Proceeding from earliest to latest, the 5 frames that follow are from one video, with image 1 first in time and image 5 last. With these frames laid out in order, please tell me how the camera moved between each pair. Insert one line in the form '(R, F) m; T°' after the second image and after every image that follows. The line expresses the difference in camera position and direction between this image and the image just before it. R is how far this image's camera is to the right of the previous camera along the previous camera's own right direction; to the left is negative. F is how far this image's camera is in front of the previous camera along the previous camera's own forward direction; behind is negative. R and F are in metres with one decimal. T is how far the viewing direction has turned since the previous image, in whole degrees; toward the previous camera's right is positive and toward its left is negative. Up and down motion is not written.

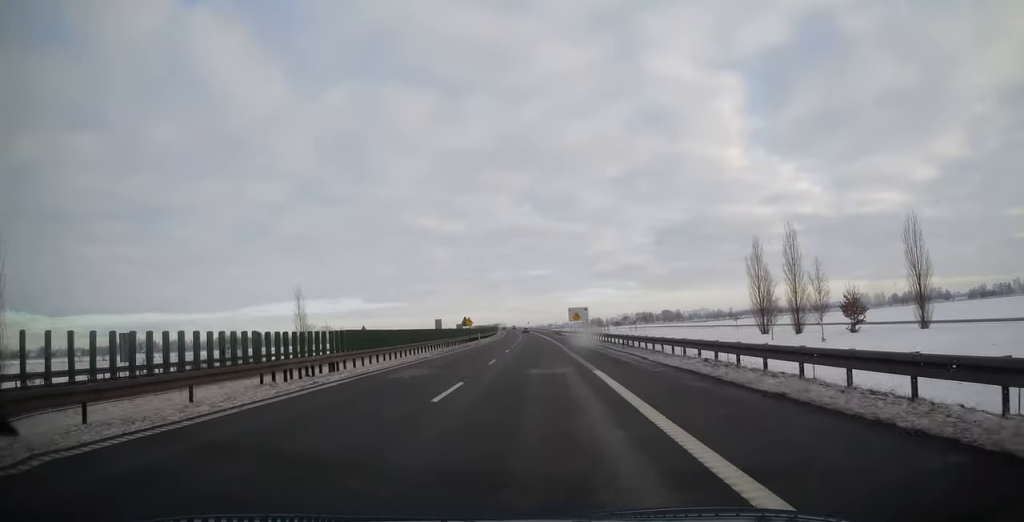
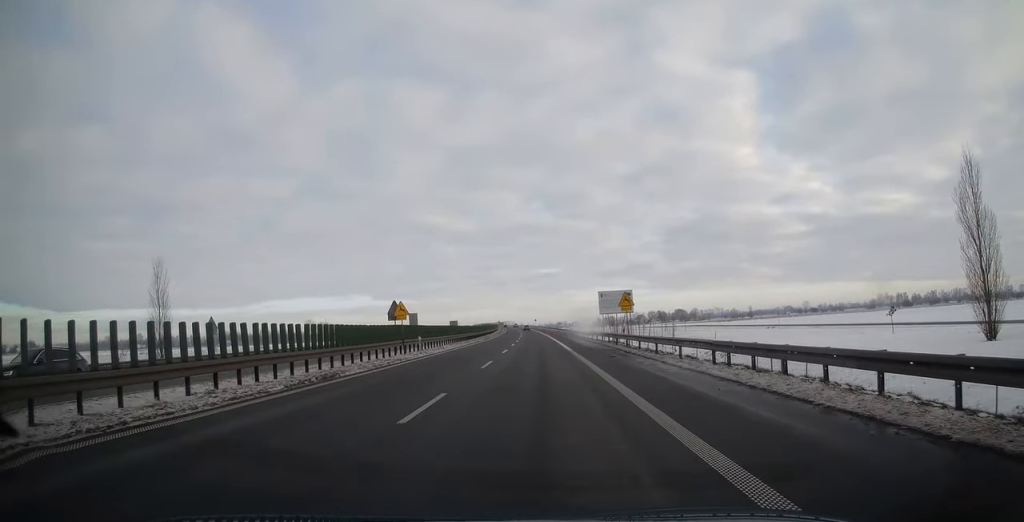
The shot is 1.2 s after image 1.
(-0.2, +39.1) m; 0°
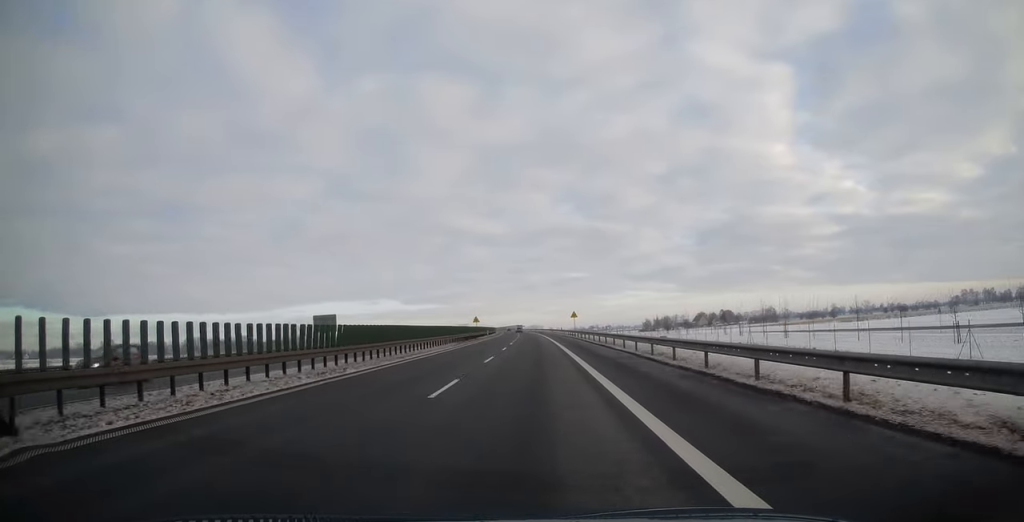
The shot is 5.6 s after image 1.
(-4.2, +140.4) m; -3°
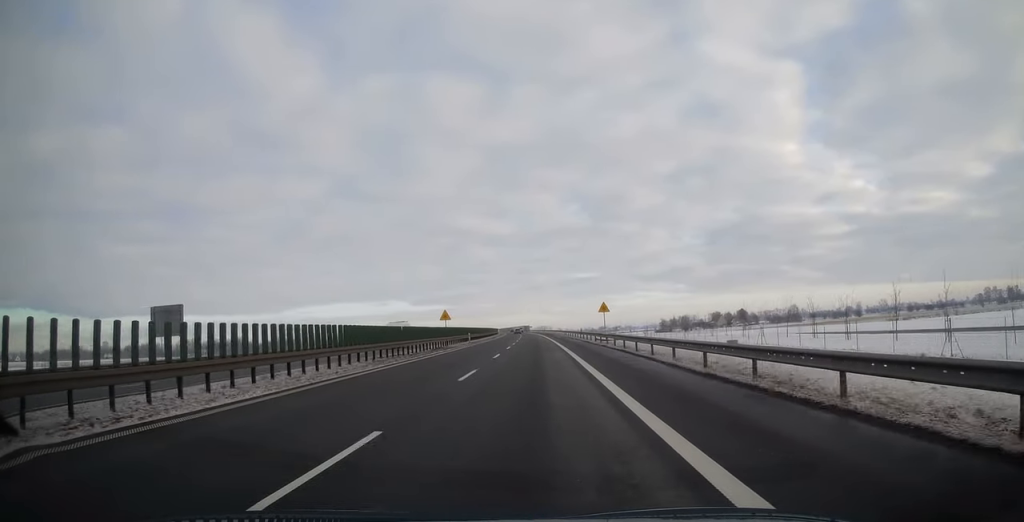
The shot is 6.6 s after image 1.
(-0.2, +31.8) m; -1°
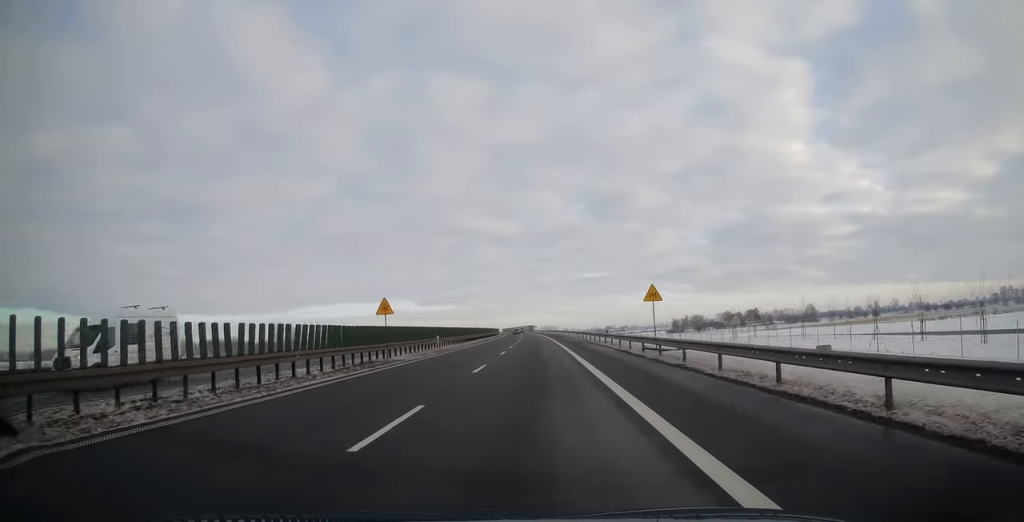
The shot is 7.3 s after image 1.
(-0.2, +21.1) m; -1°
